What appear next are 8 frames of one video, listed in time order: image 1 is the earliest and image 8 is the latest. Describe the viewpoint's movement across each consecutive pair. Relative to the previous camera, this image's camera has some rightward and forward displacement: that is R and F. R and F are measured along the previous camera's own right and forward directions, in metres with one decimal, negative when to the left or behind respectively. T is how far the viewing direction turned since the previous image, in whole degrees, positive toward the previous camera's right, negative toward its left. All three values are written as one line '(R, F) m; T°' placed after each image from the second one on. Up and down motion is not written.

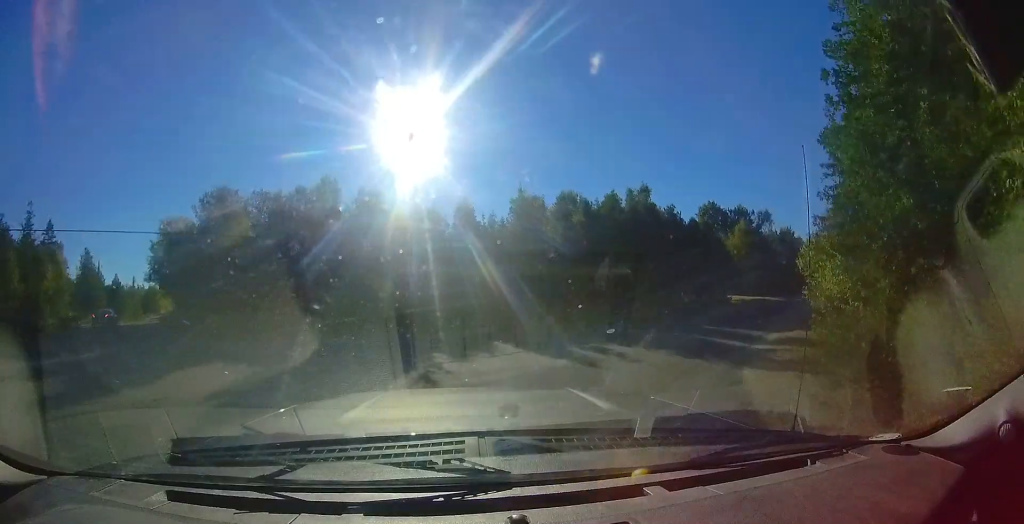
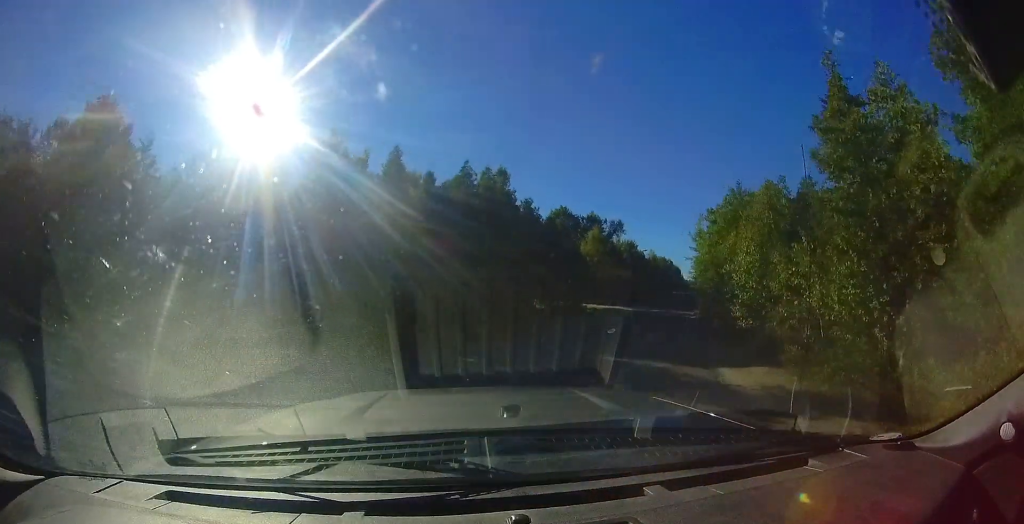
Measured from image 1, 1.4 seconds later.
(+0.3, +7.4) m; +12°
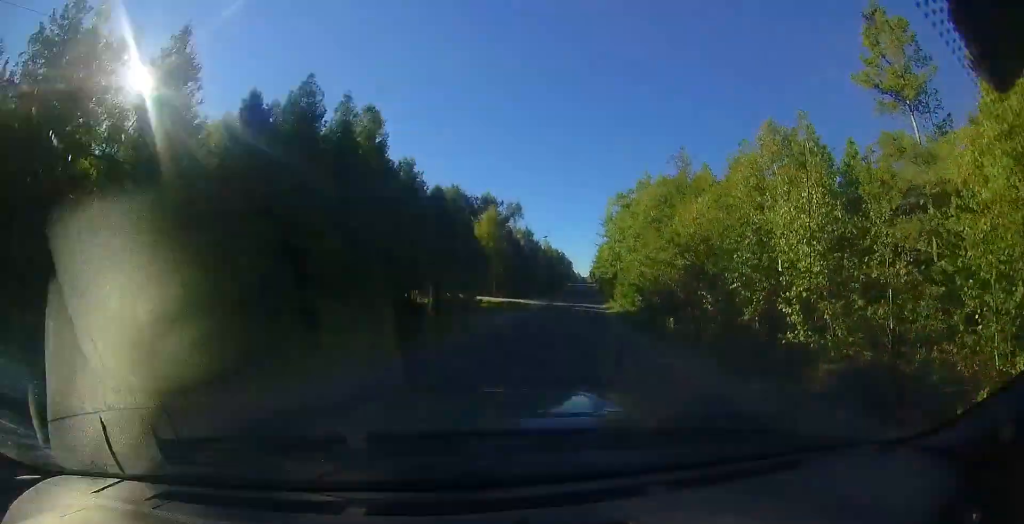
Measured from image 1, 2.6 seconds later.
(+1.3, +6.0) m; +25°
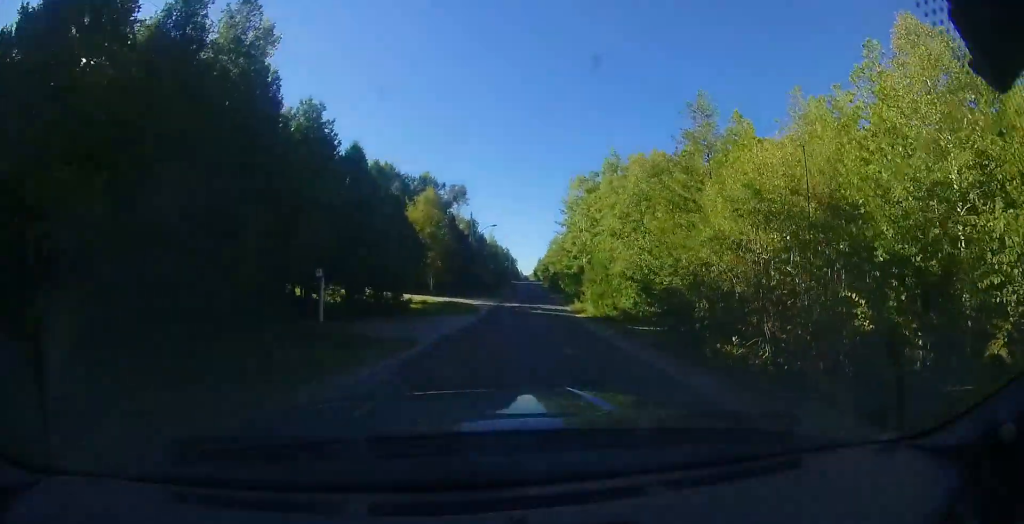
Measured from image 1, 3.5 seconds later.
(+1.0, +6.0) m; +14°
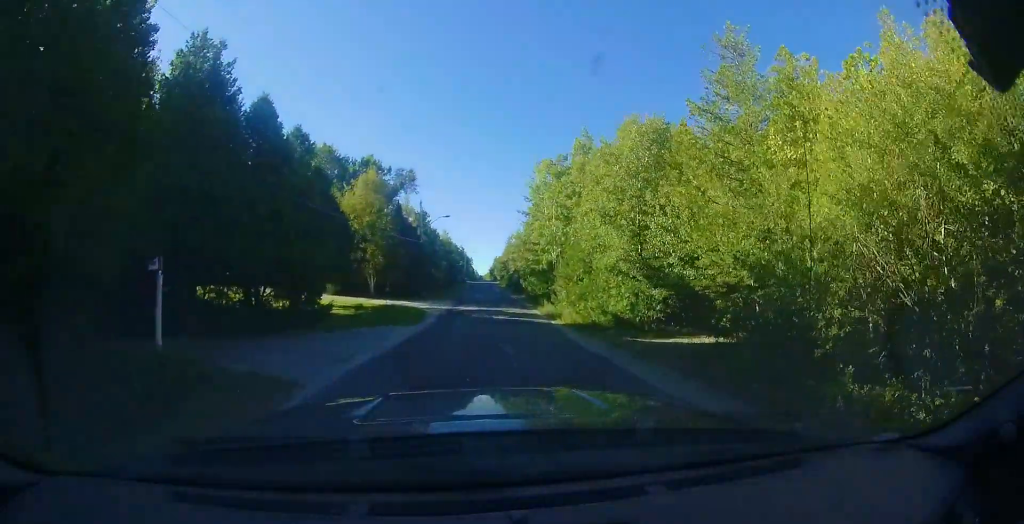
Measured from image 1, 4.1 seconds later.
(+0.1, +4.3) m; +5°
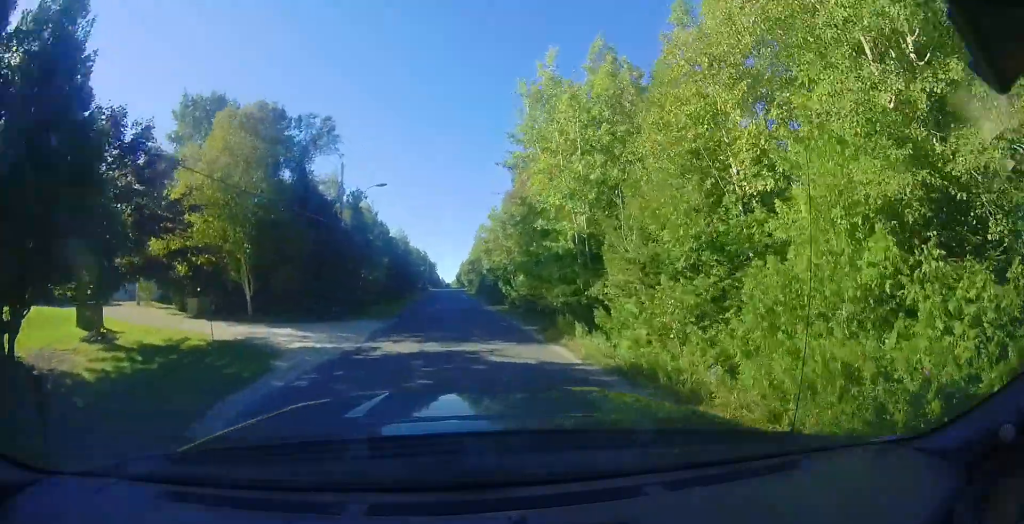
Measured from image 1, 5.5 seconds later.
(+0.9, +12.3) m; +4°
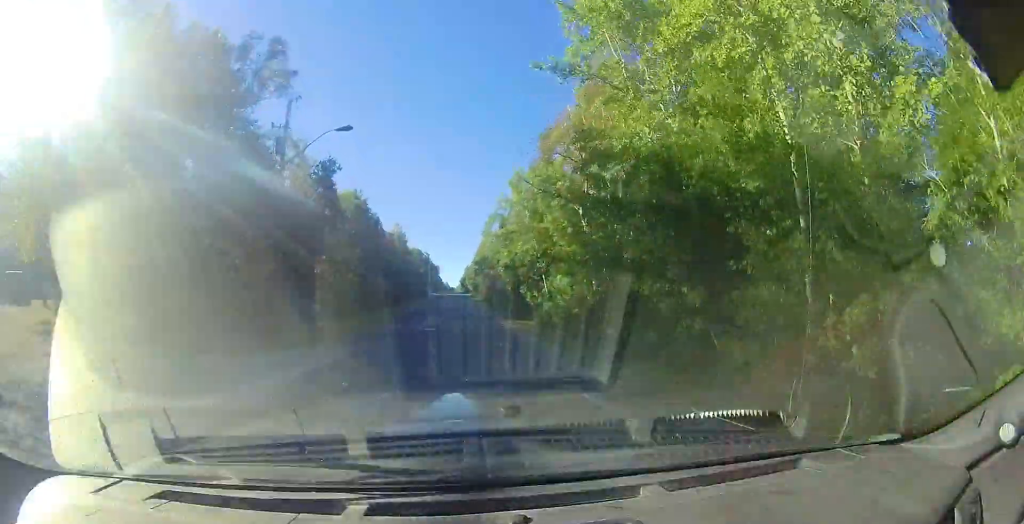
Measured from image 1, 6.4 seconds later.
(0.0, +9.0) m; +1°
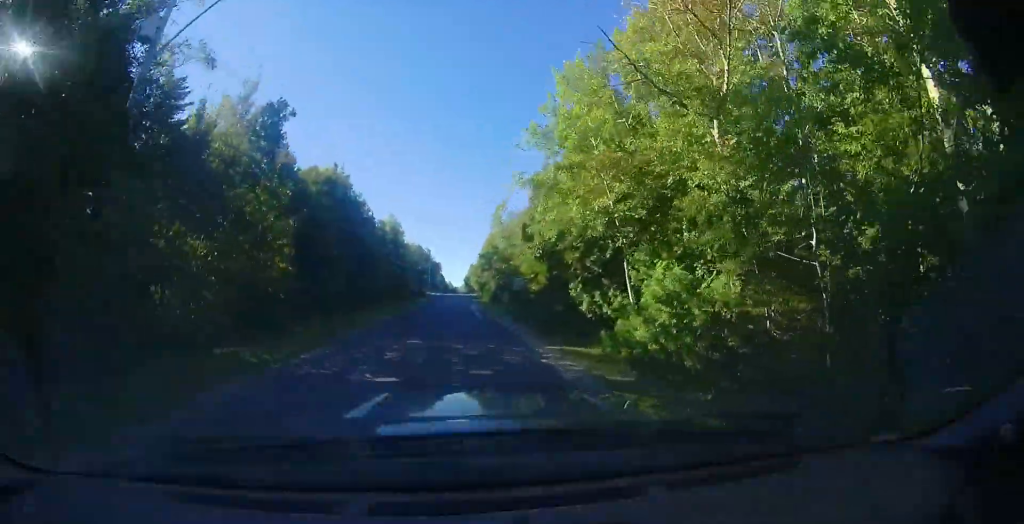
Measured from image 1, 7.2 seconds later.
(+0.1, +8.7) m; +1°
